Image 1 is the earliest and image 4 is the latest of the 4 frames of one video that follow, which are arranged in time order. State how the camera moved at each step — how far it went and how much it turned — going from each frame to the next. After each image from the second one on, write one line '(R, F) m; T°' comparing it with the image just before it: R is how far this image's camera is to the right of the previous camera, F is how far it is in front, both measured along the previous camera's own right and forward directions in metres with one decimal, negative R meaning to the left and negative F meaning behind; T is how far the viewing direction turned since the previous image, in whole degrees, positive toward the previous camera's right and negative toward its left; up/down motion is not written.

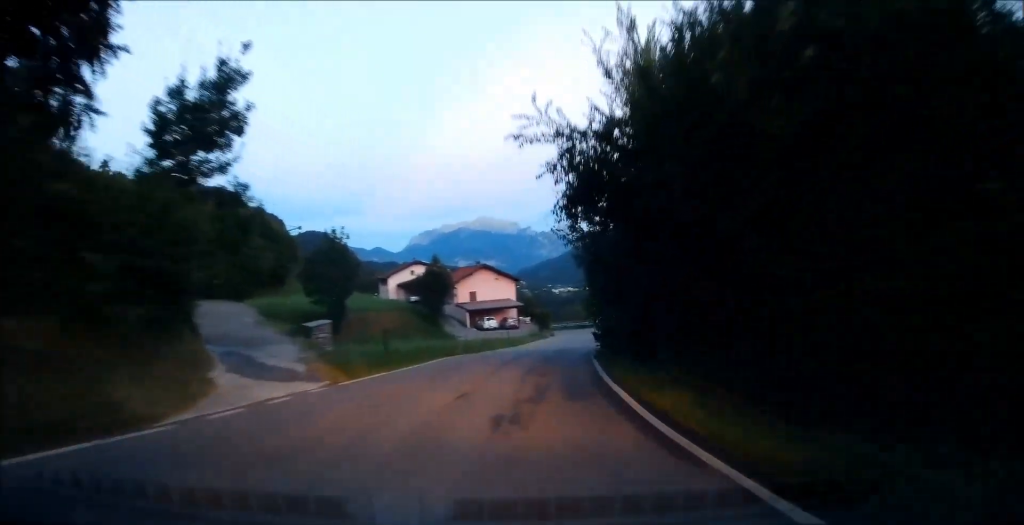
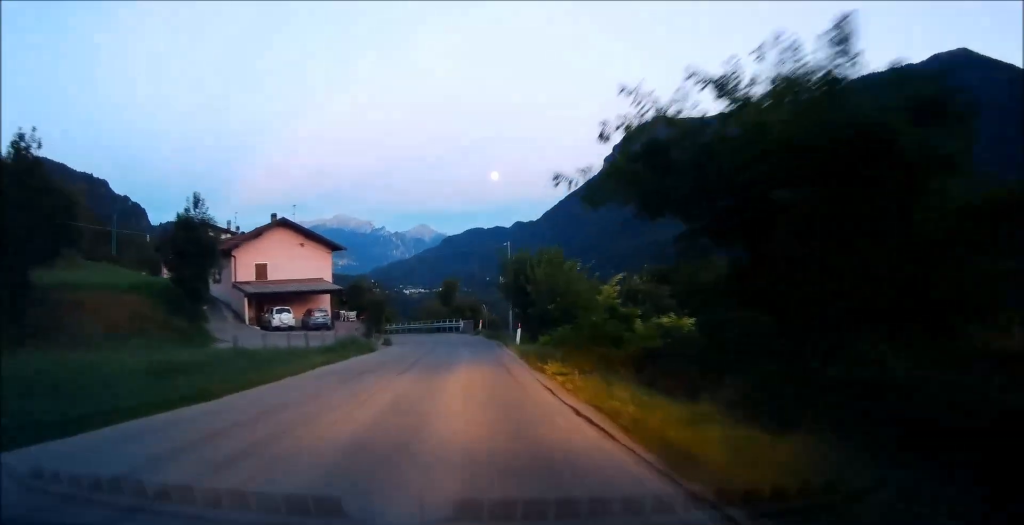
(+3.5, +35.4) m; +8°
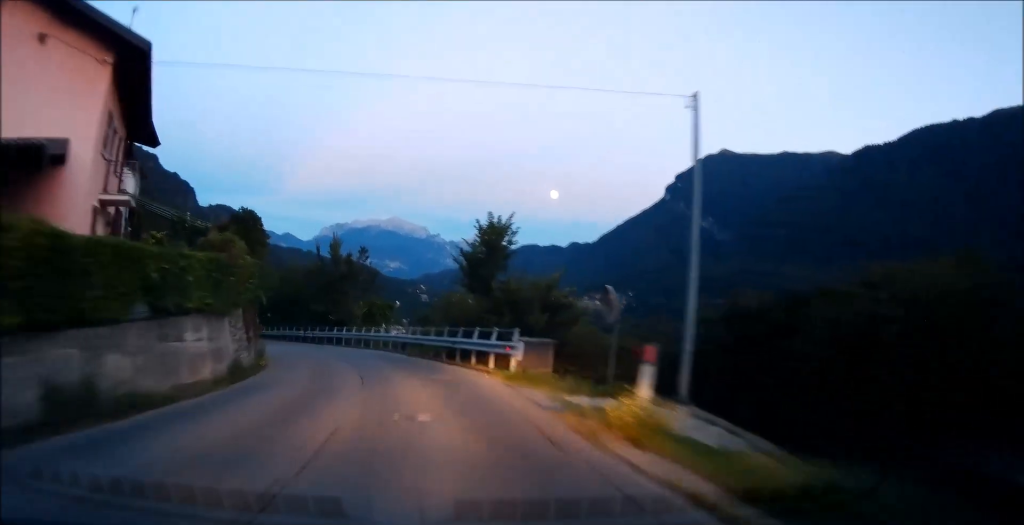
(+0.1, +39.9) m; -5°
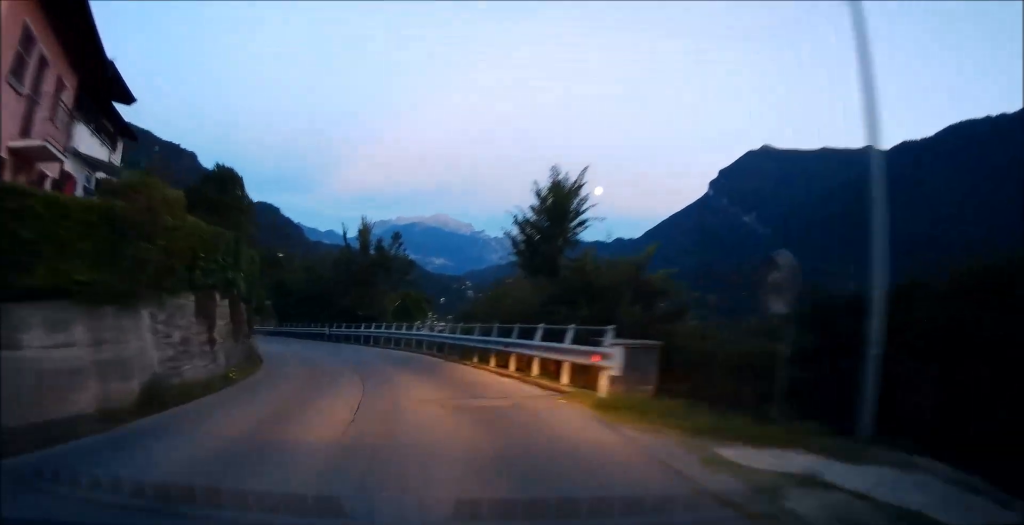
(-0.2, +6.4) m; -3°
